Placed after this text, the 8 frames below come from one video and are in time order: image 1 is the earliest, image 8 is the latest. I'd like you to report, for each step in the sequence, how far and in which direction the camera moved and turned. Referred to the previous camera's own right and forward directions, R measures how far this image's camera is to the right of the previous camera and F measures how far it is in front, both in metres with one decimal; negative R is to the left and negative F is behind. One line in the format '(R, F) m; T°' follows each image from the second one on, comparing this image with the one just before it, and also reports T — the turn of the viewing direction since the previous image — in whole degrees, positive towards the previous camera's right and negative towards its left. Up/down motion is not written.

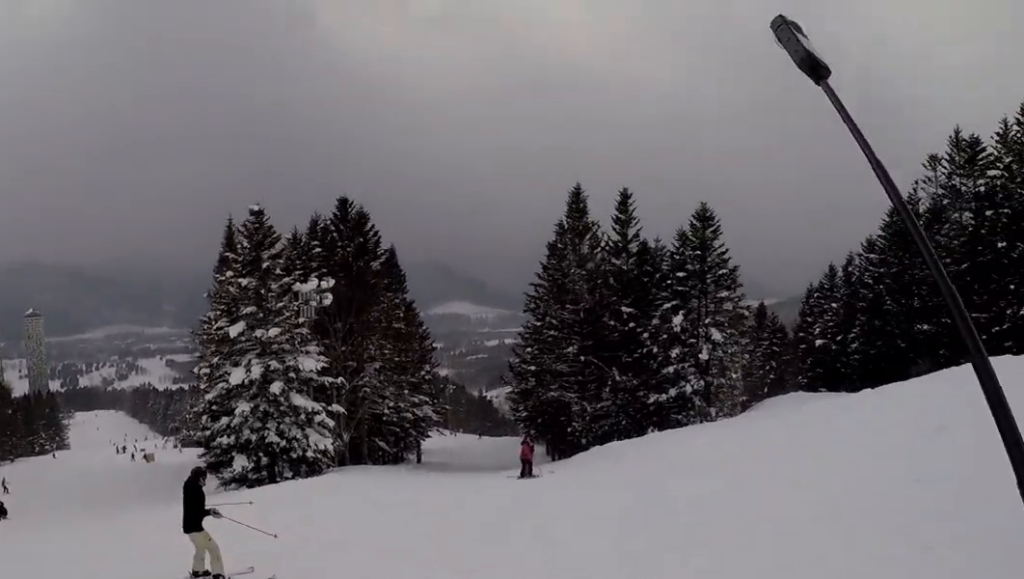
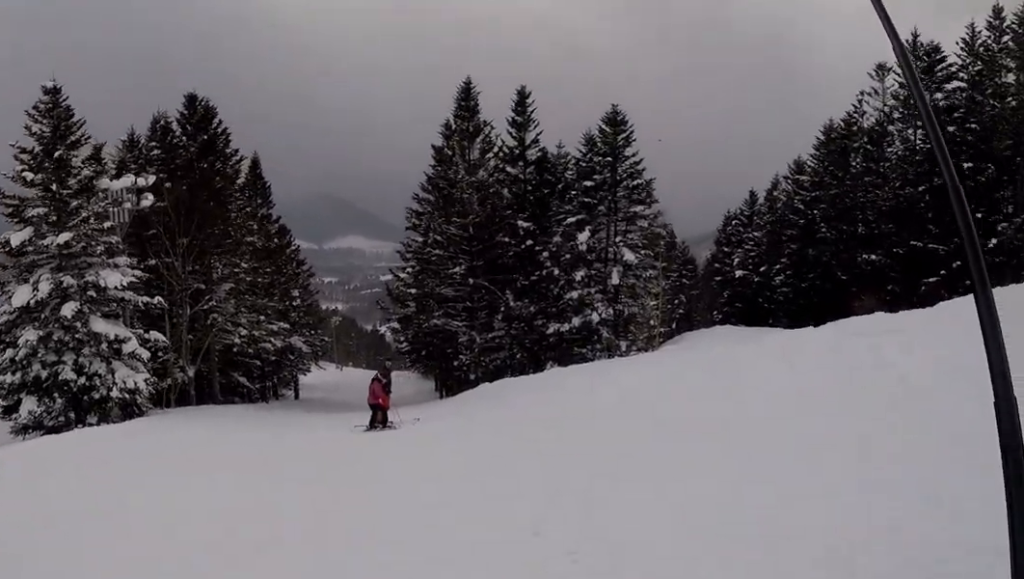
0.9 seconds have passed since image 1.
(+0.7, +6.2) m; -7°
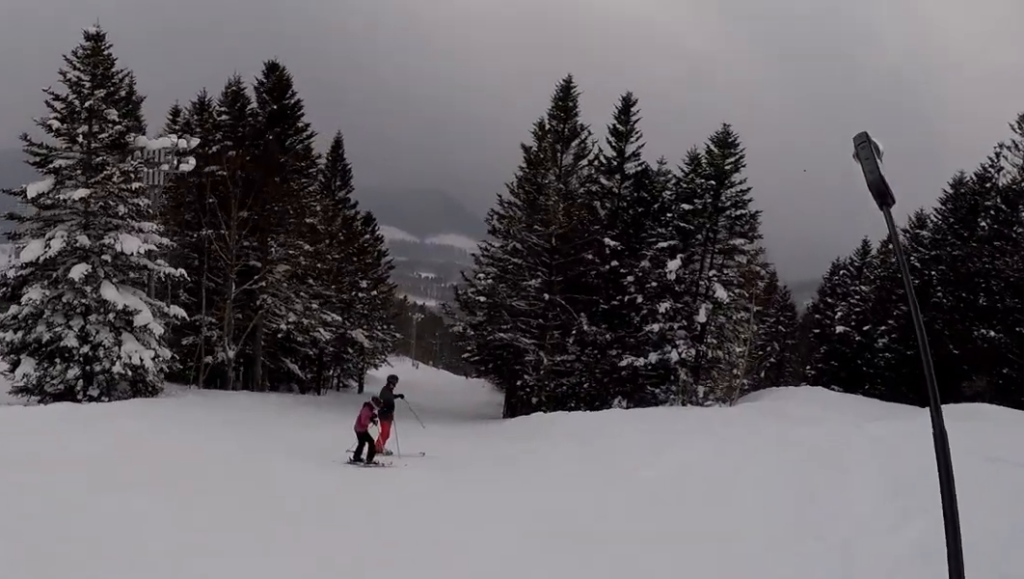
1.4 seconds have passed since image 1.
(-0.4, +3.2) m; -10°
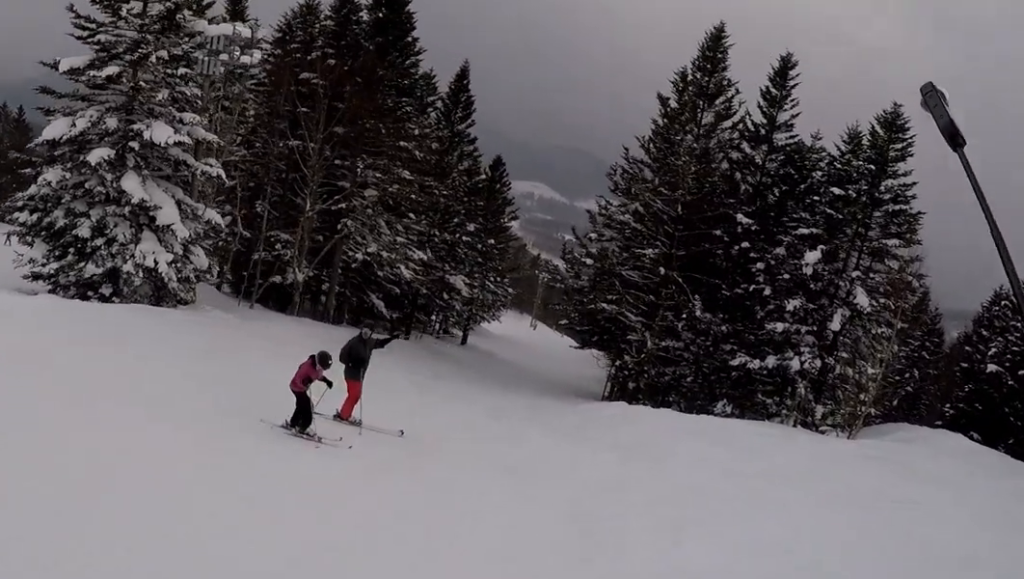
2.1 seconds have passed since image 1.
(-0.7, +4.6) m; -18°
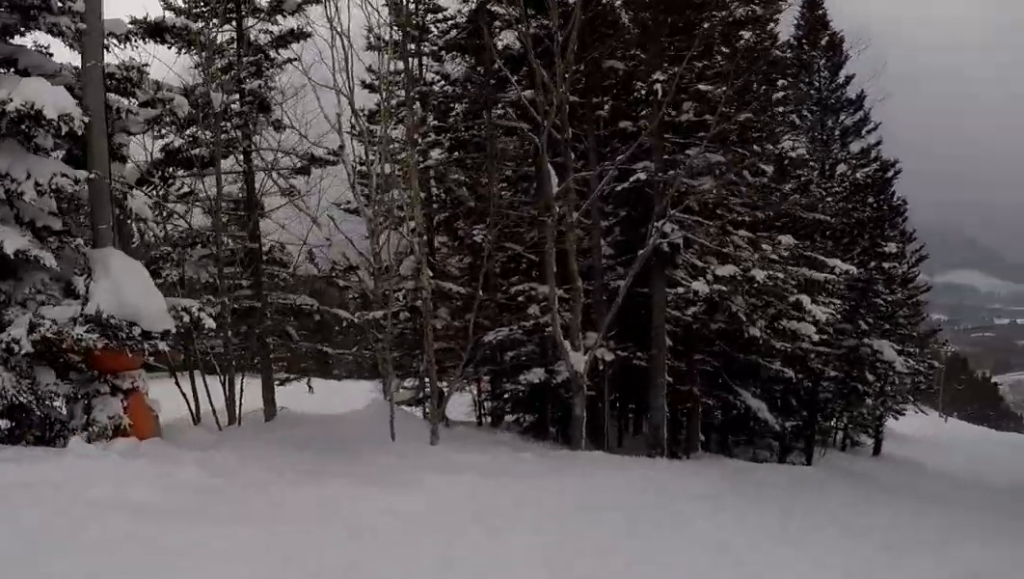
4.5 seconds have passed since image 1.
(-3.8, +16.5) m; +2°
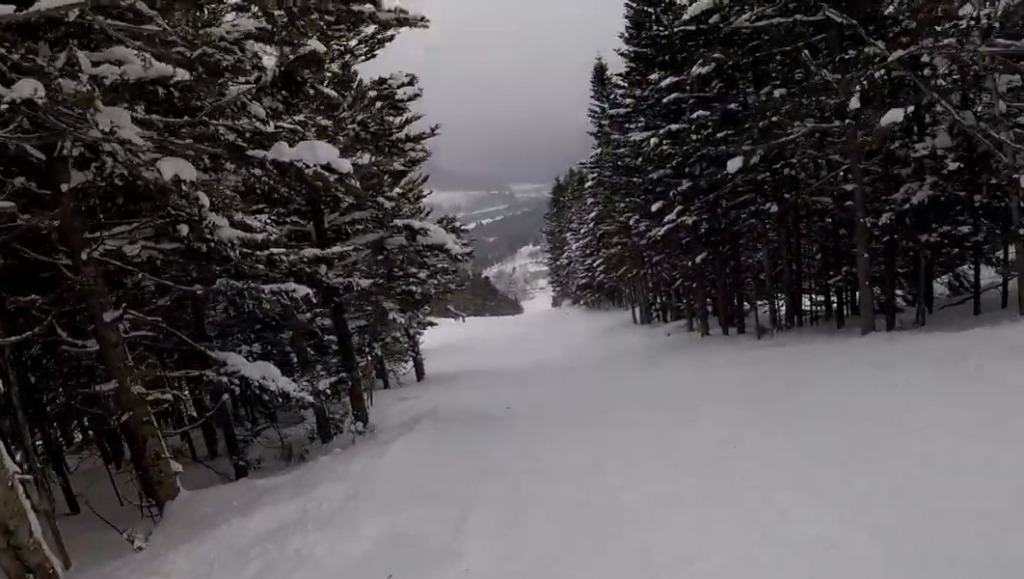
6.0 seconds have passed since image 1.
(+3.8, +11.8) m; +19°
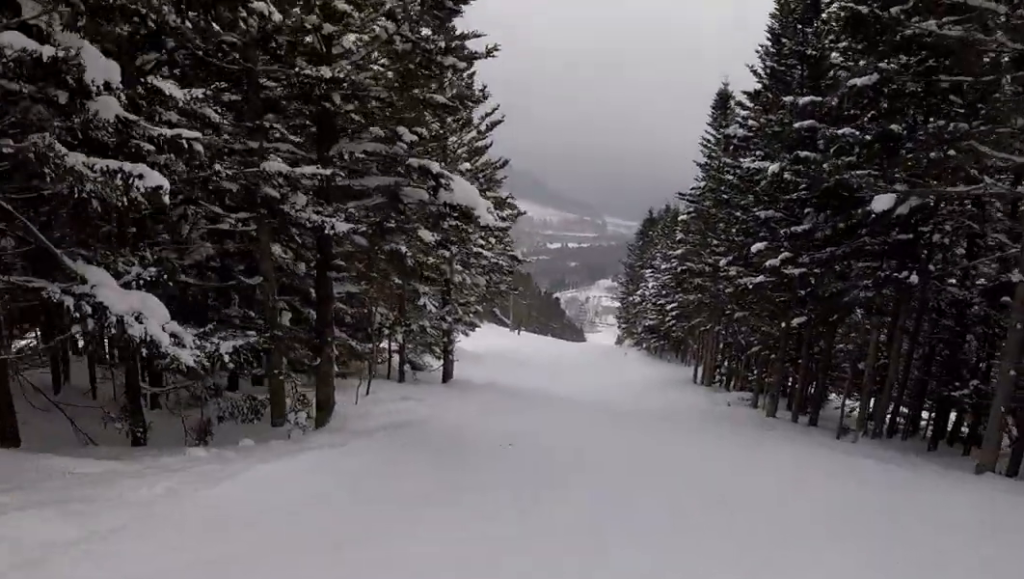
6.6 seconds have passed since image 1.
(-0.2, +5.2) m; 0°
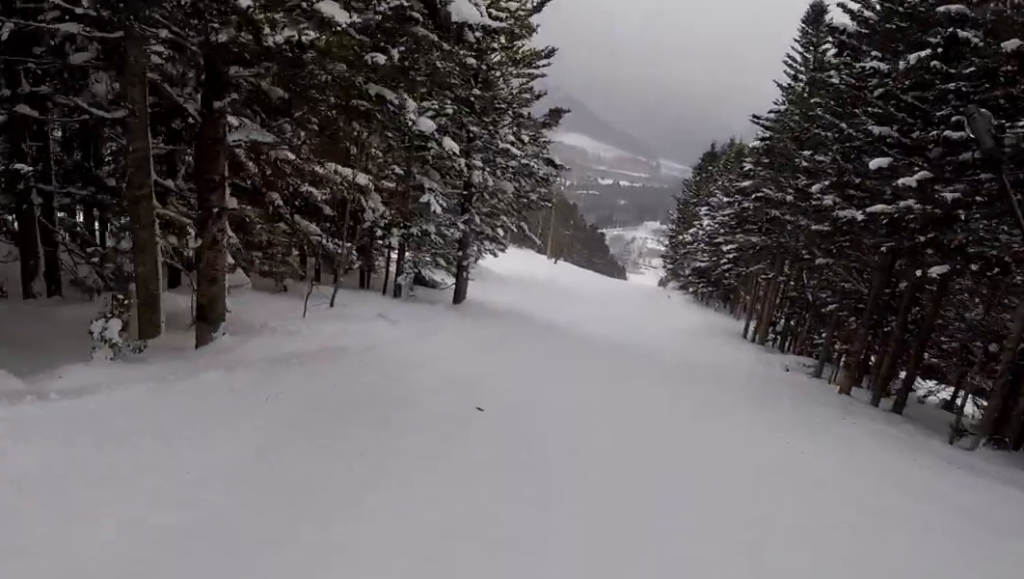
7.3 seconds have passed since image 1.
(-0.2, +6.1) m; 0°
